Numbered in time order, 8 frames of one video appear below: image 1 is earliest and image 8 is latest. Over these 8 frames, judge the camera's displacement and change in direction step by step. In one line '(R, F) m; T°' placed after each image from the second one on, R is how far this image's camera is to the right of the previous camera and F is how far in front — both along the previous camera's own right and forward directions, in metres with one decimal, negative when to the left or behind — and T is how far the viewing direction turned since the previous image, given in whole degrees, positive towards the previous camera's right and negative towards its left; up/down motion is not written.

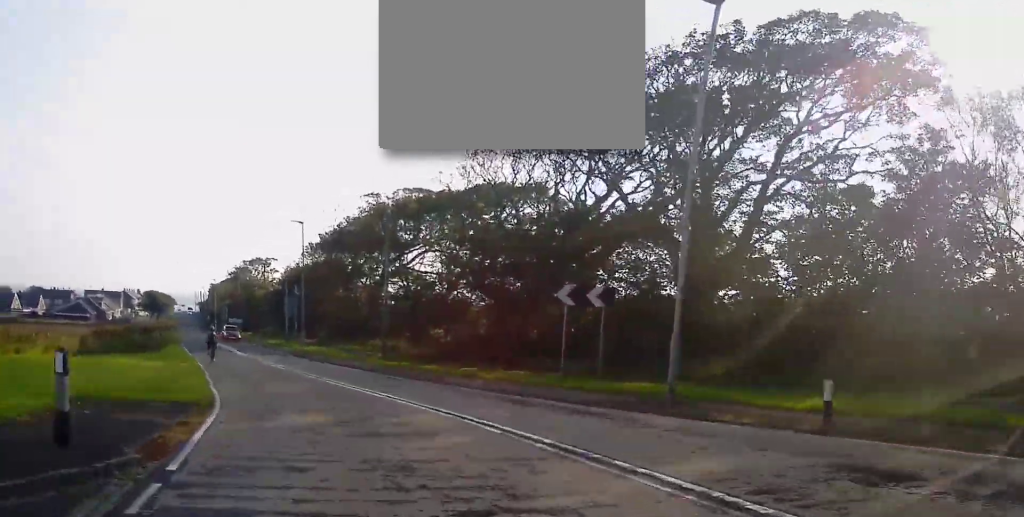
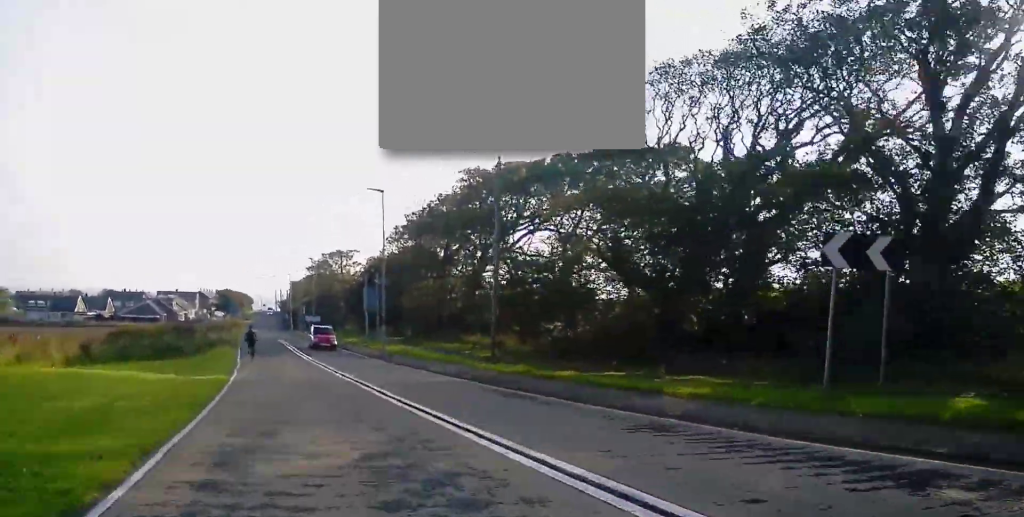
(-0.9, +10.5) m; -9°
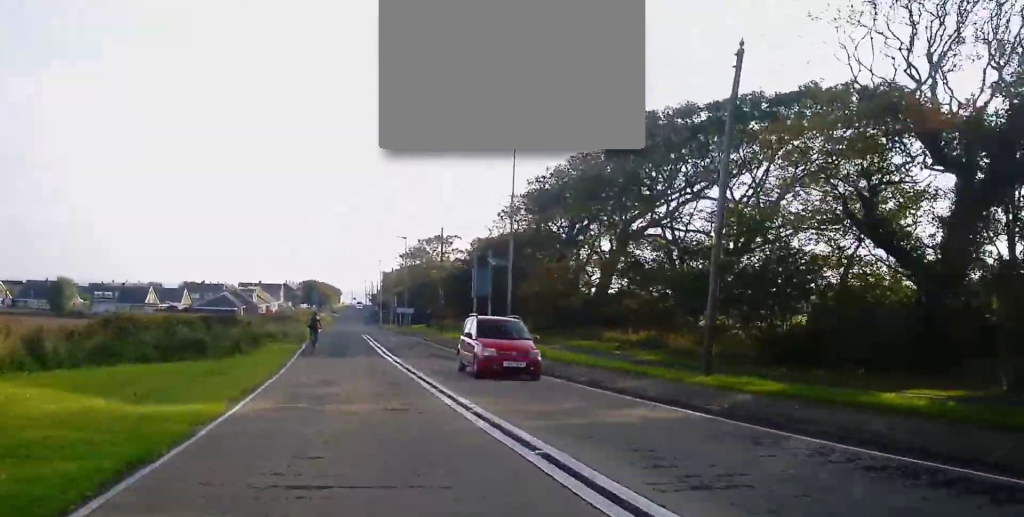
(-1.1, +12.1) m; -7°
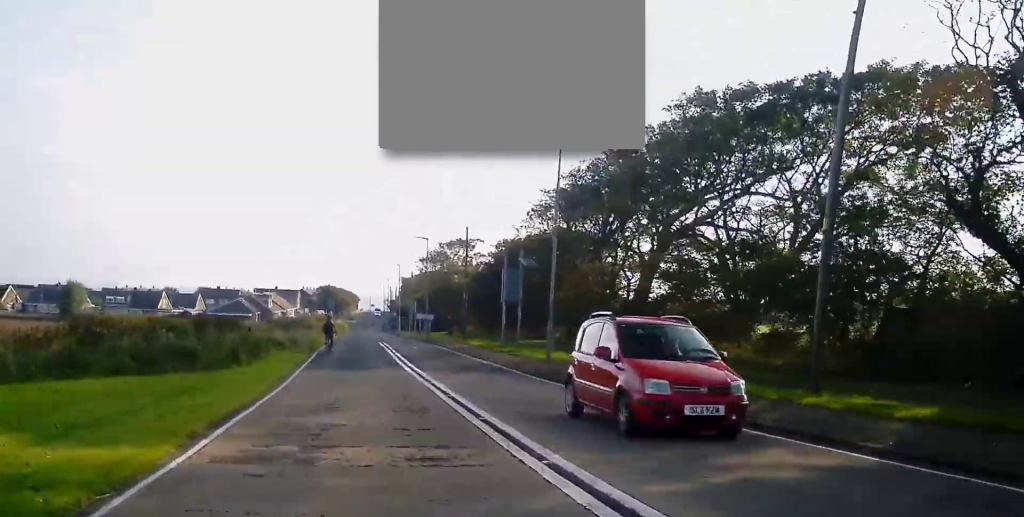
(0.0, +3.9) m; -1°
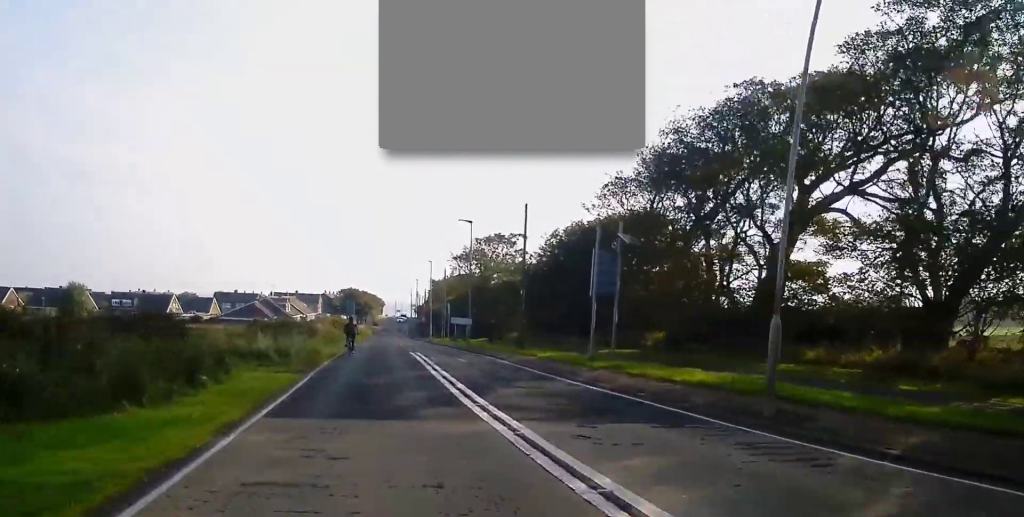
(-0.4, +12.4) m; -3°
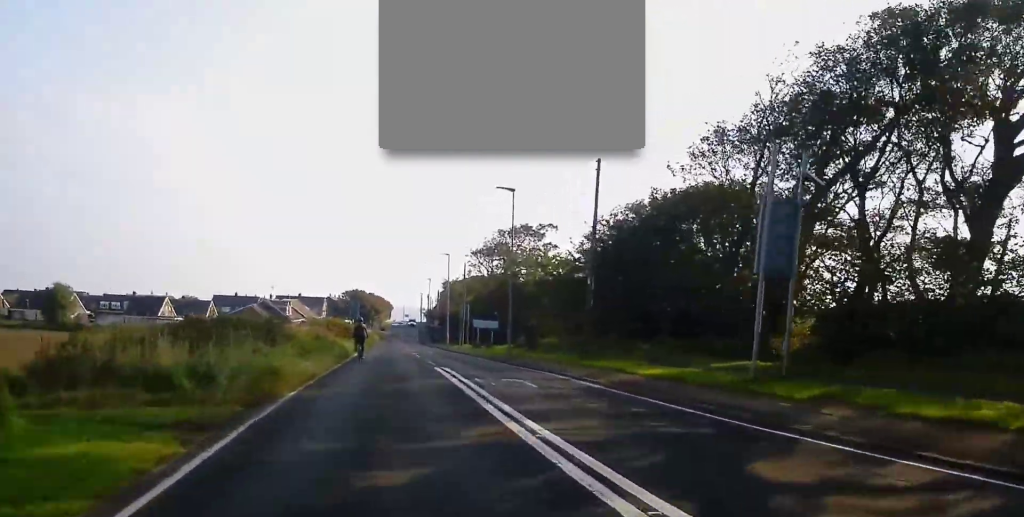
(0.0, +11.9) m; +1°
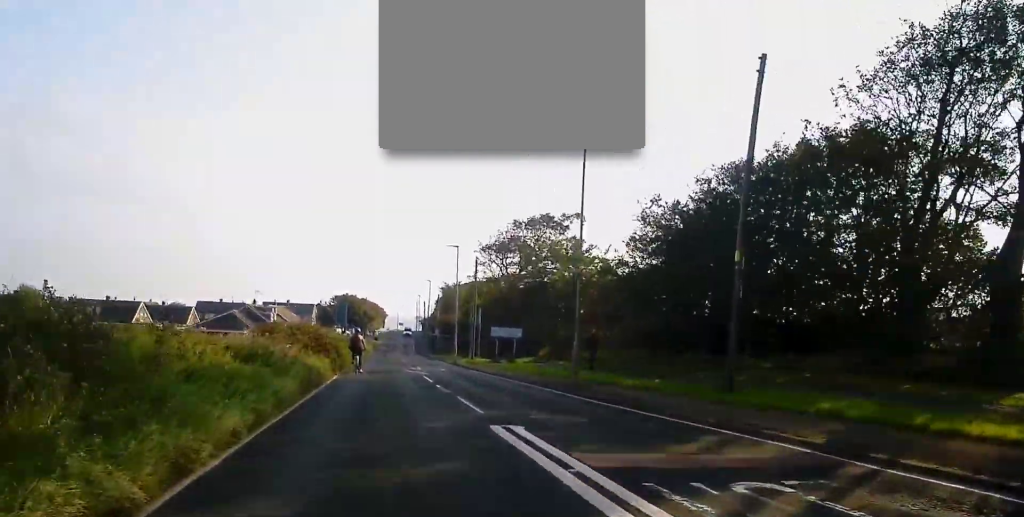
(-0.2, +13.1) m; -1°
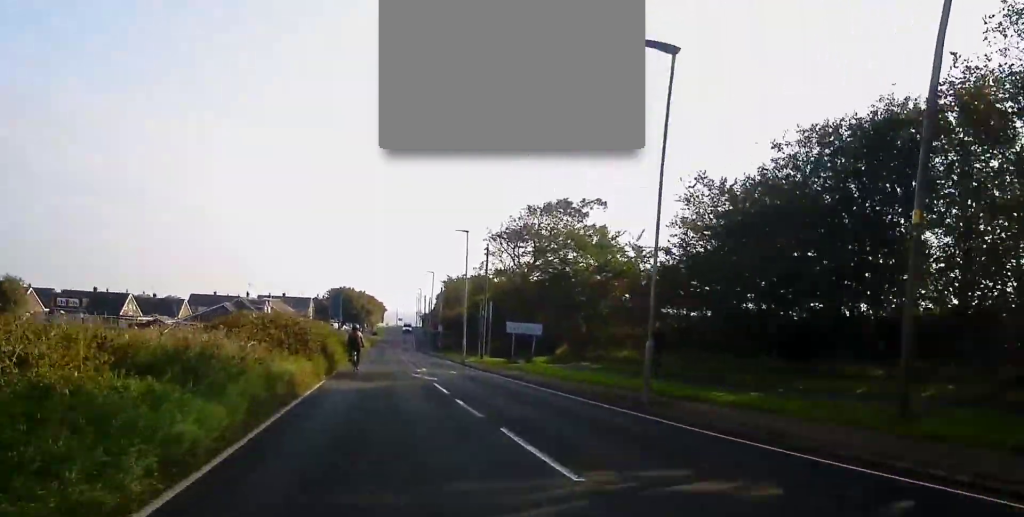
(+0.2, +6.4) m; -1°
